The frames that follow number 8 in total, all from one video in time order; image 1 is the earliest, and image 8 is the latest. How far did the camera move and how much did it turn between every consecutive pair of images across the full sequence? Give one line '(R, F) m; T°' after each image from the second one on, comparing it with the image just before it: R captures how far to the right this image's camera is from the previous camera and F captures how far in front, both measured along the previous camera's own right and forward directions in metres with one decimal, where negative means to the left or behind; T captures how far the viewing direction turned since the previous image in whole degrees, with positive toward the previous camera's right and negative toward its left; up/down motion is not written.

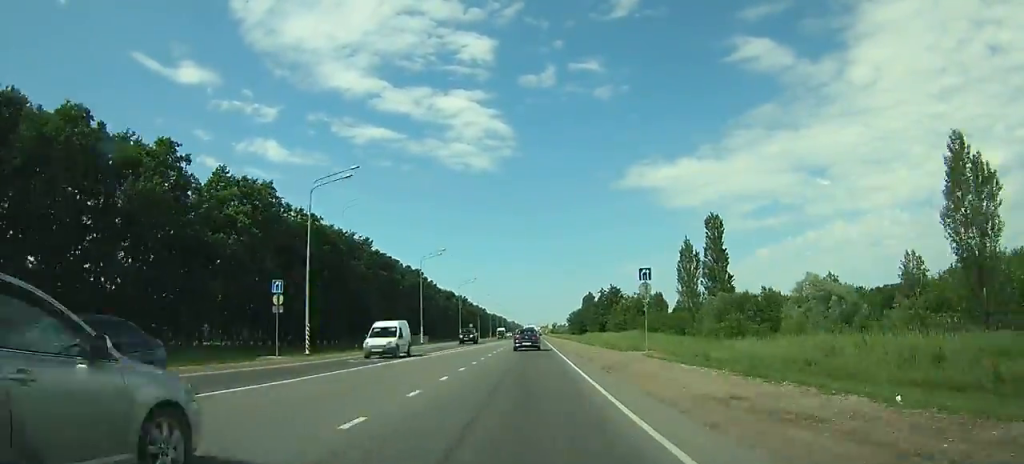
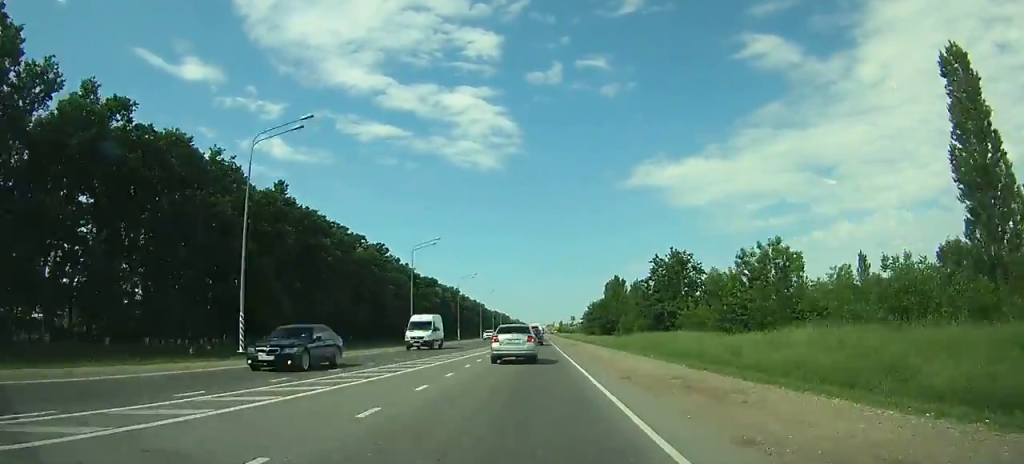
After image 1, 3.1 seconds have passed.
(-0.3, +47.7) m; -1°
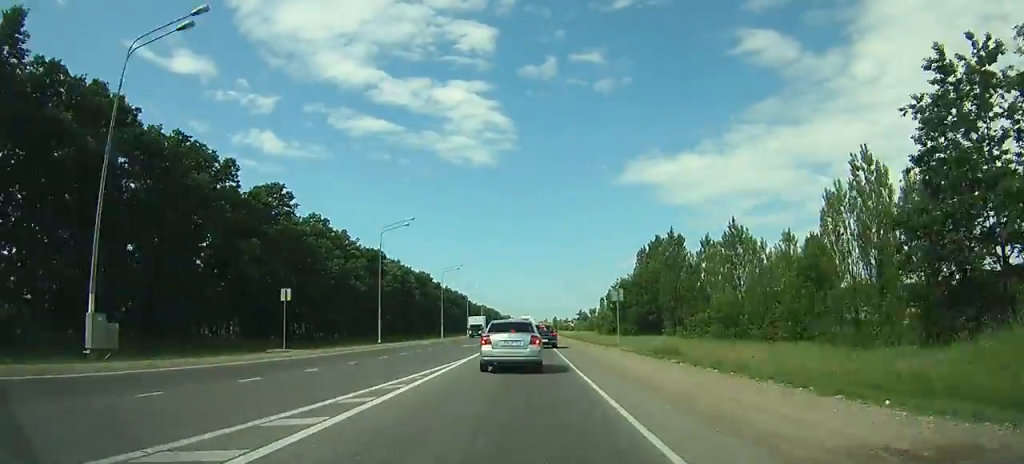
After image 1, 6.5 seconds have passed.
(-0.1, +46.5) m; 0°
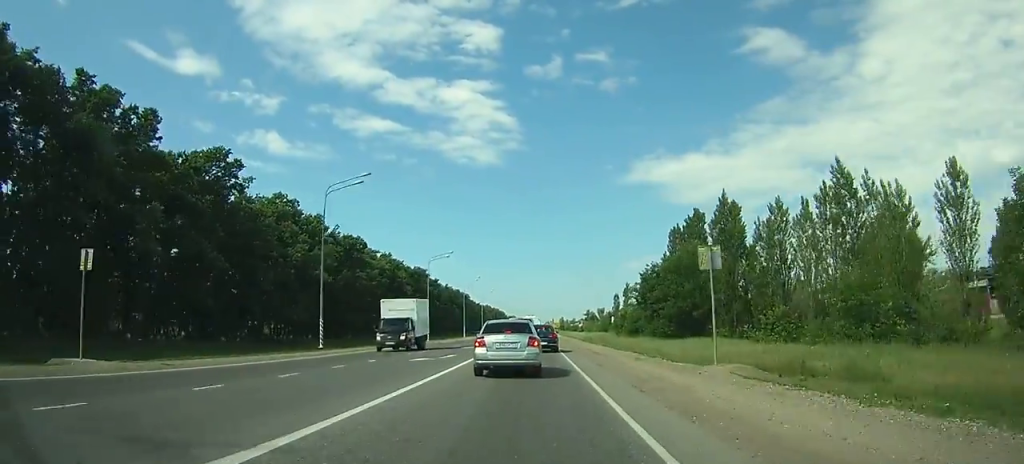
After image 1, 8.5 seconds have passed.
(0.0, +21.7) m; 0°
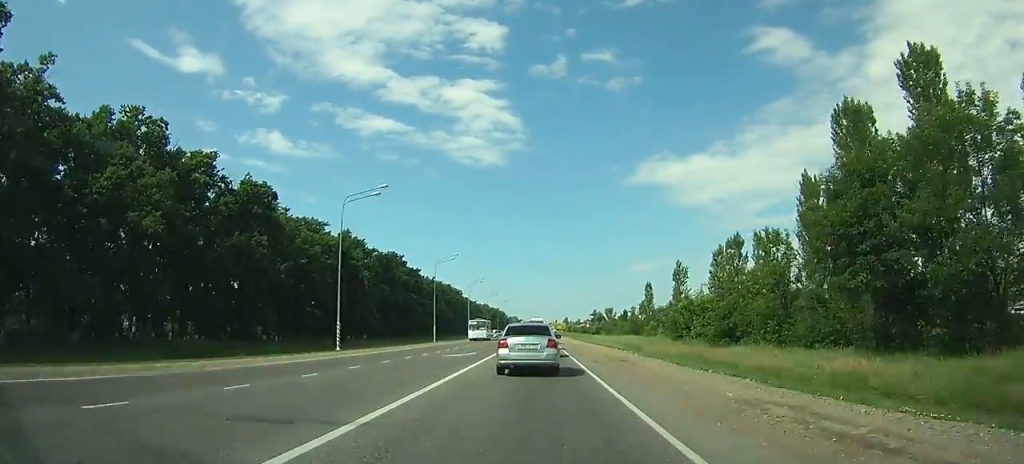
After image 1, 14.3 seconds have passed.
(+0.2, +44.6) m; +1°
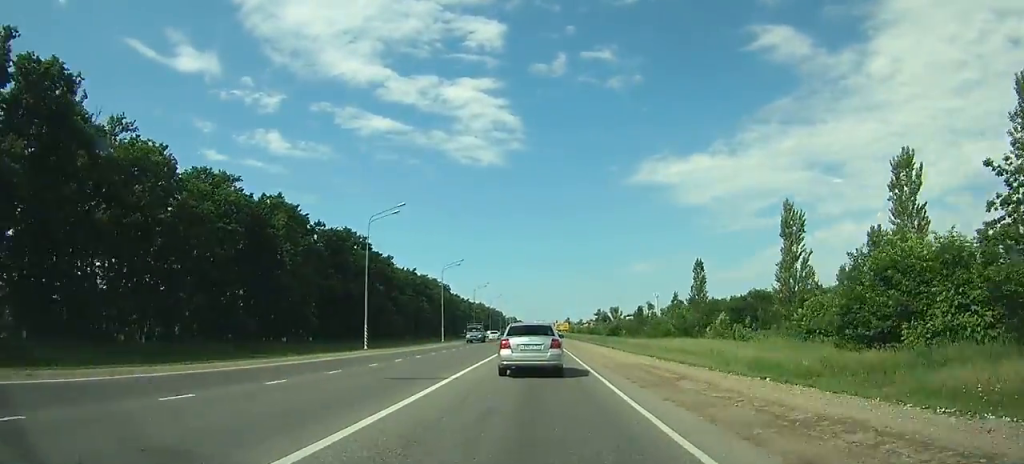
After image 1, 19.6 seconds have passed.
(+0.3, +33.4) m; 0°
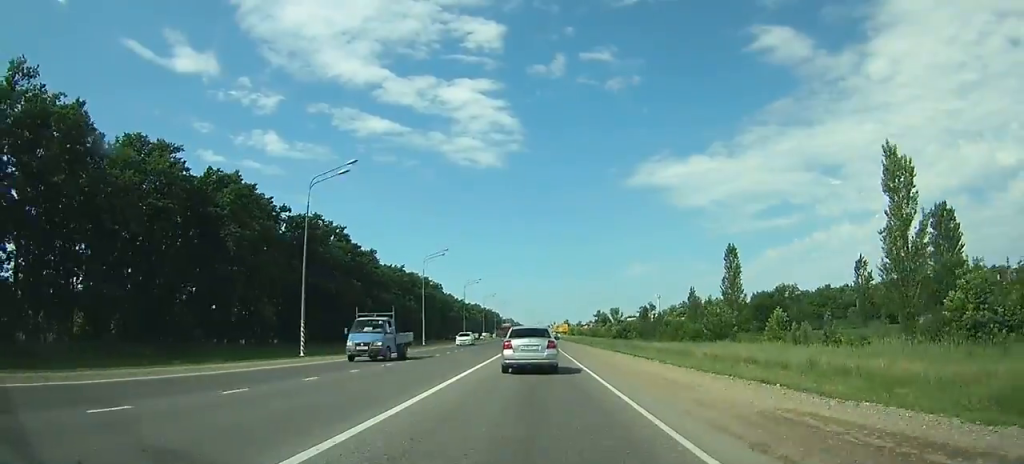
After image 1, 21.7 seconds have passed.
(0.0, +14.8) m; 0°
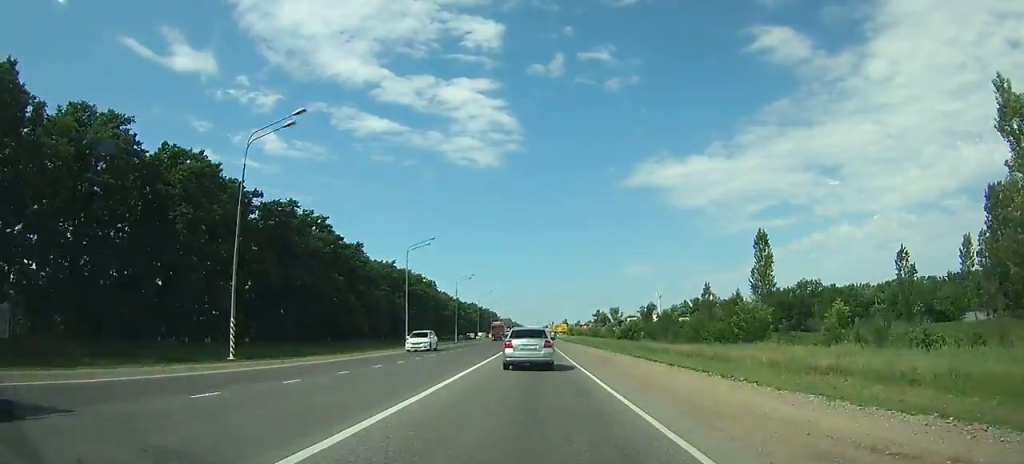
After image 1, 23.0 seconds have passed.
(0.0, +9.9) m; 0°
